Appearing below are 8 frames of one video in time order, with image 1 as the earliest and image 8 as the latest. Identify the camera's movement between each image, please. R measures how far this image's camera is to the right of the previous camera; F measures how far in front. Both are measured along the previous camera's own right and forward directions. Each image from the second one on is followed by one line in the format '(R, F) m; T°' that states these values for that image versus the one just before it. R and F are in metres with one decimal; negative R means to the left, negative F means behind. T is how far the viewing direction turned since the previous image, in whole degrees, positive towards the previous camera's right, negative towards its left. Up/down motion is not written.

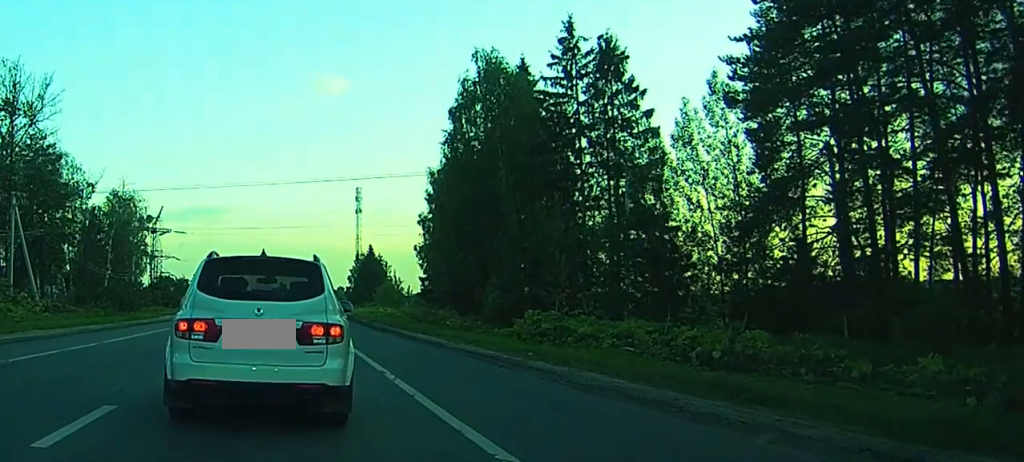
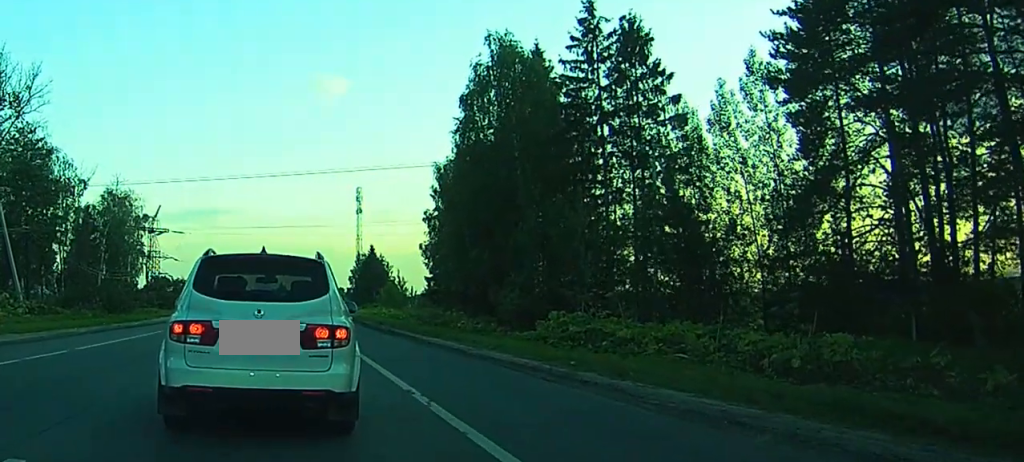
(+0.1, +3.7) m; -3°
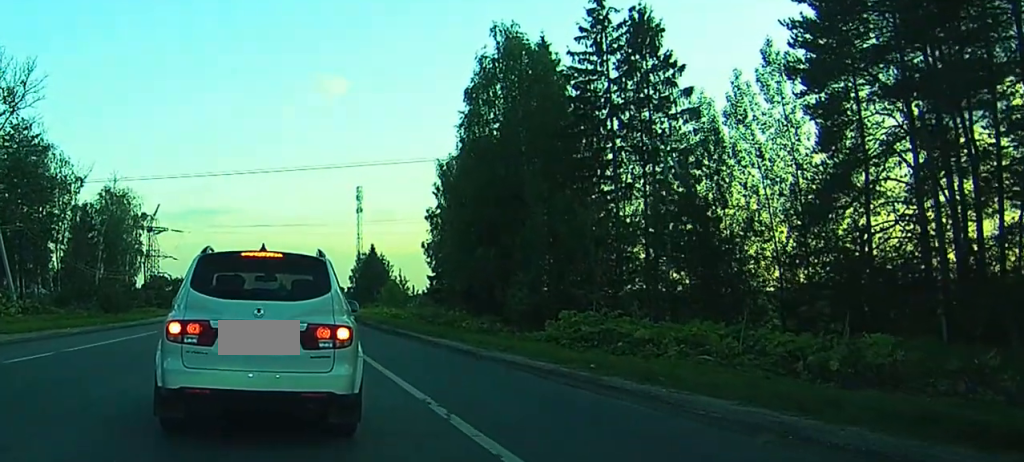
(-0.1, +1.3) m; +2°
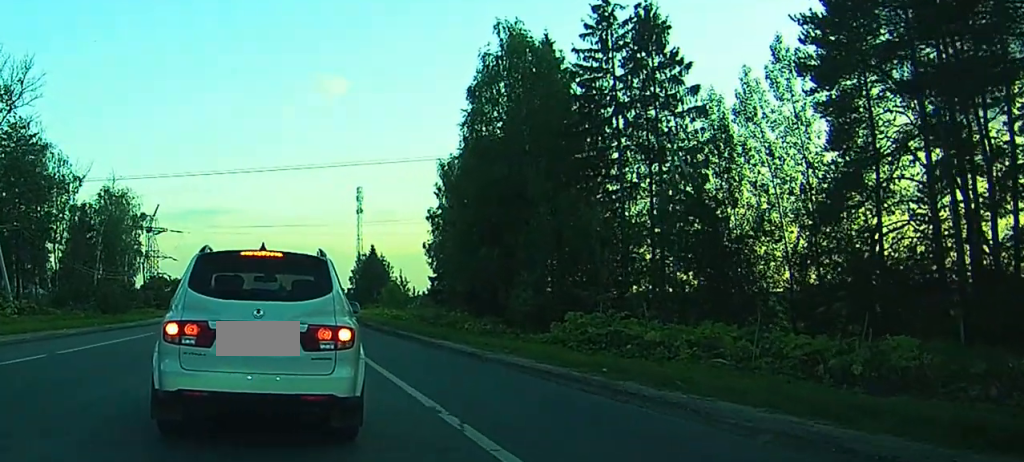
(0.0, +0.7) m; +1°
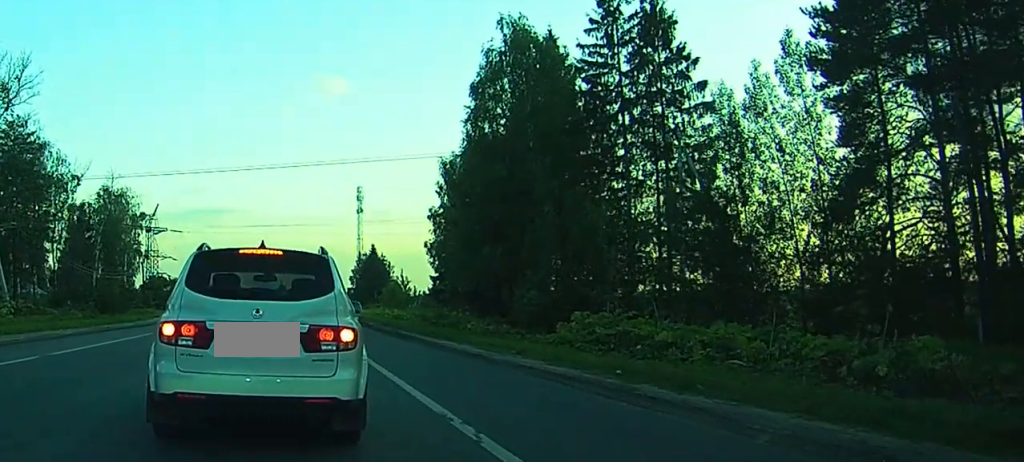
(+0.1, +0.7) m; -1°
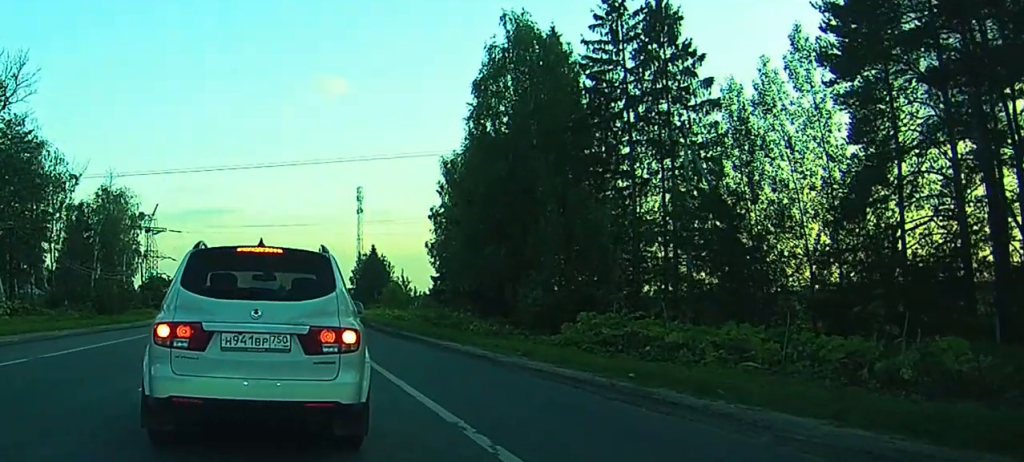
(+0.1, +0.6) m; -1°
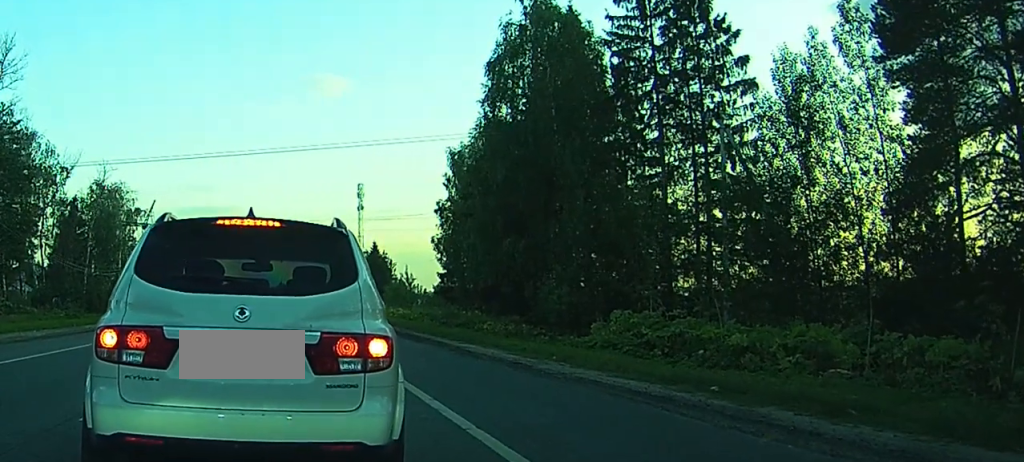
(-0.3, +3.1) m; 0°
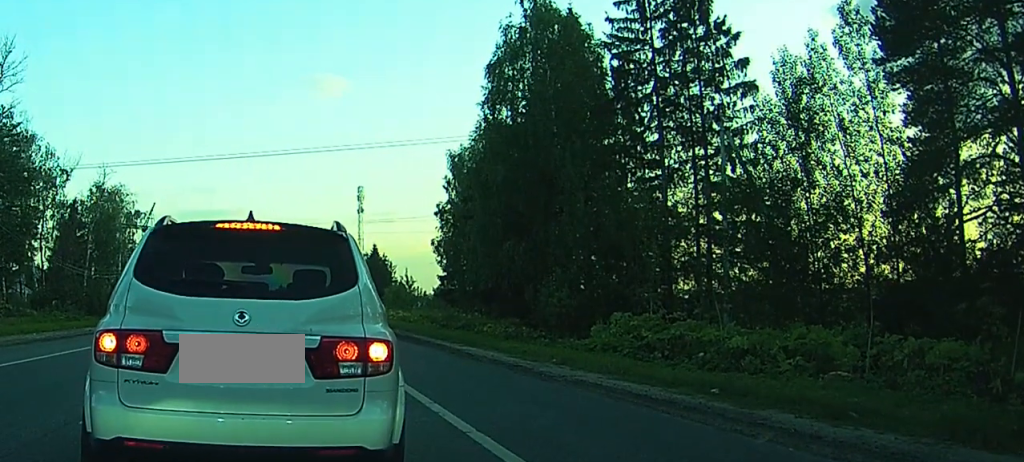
(+0.1, +0.4) m; 0°
